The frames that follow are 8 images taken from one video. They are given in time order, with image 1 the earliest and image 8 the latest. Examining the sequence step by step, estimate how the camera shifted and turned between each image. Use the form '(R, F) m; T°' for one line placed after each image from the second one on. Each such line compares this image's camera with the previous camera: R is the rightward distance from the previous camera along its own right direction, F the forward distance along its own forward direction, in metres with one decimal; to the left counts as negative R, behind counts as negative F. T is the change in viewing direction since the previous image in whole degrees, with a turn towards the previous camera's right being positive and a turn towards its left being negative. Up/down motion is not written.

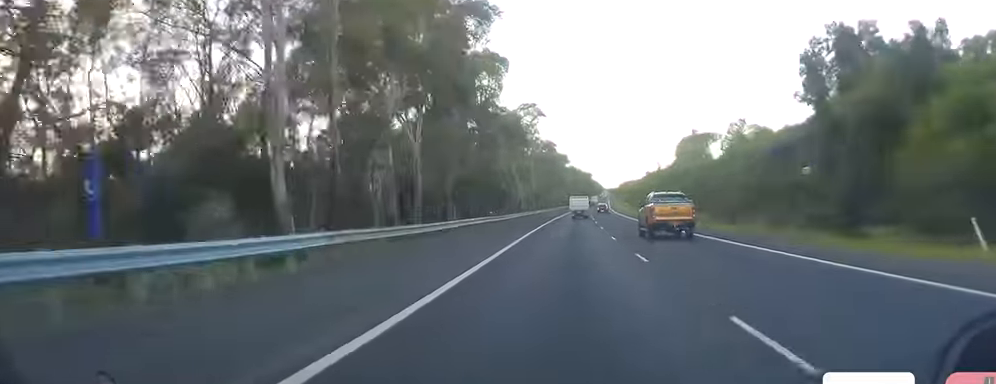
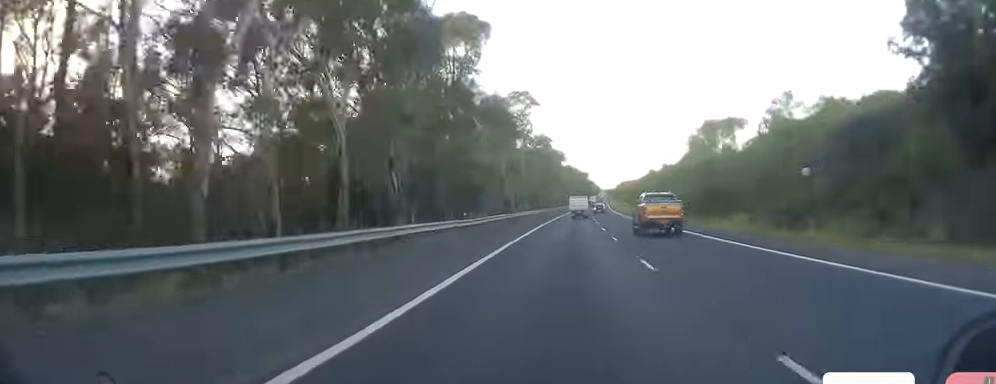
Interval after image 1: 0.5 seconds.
(-0.1, +14.4) m; +1°
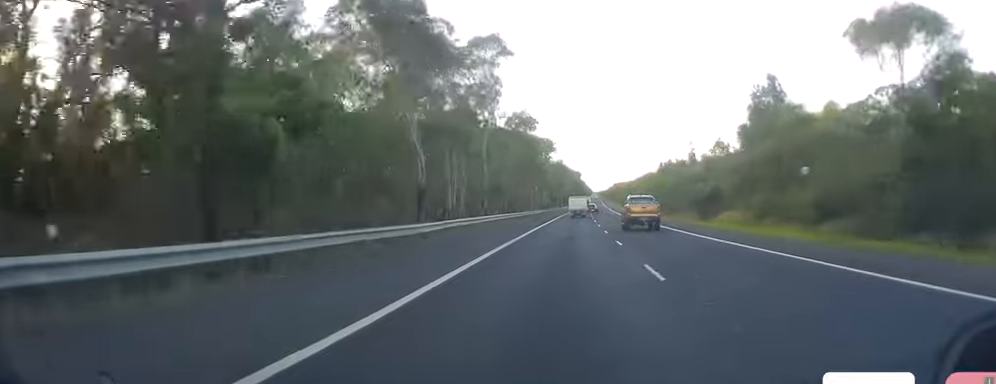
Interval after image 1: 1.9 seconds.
(+0.9, +39.2) m; +1°
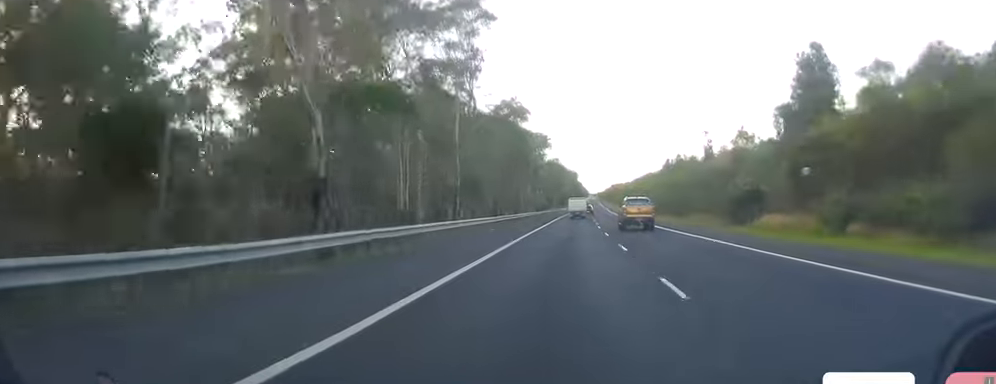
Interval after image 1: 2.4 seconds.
(-0.2, +14.3) m; 0°
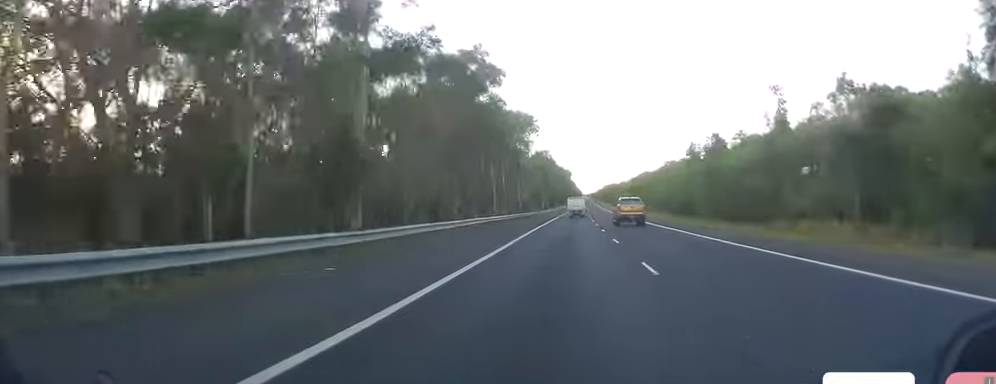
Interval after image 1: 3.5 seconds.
(-0.3, +32.5) m; 0°
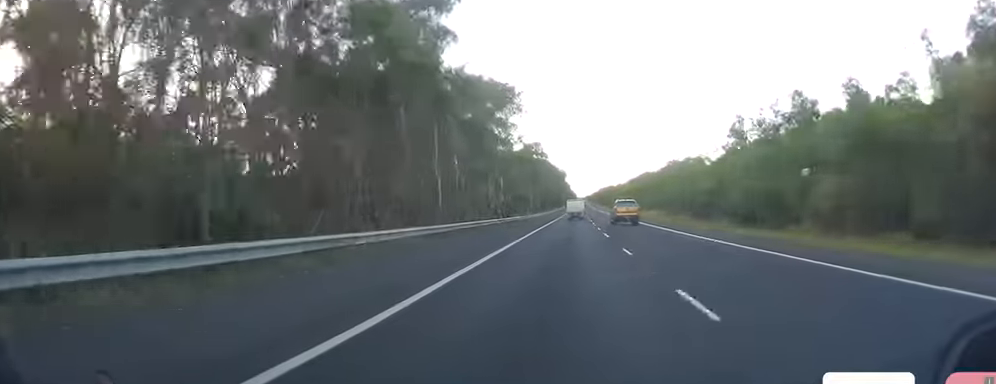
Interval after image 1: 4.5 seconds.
(+0.4, +29.6) m; +1°
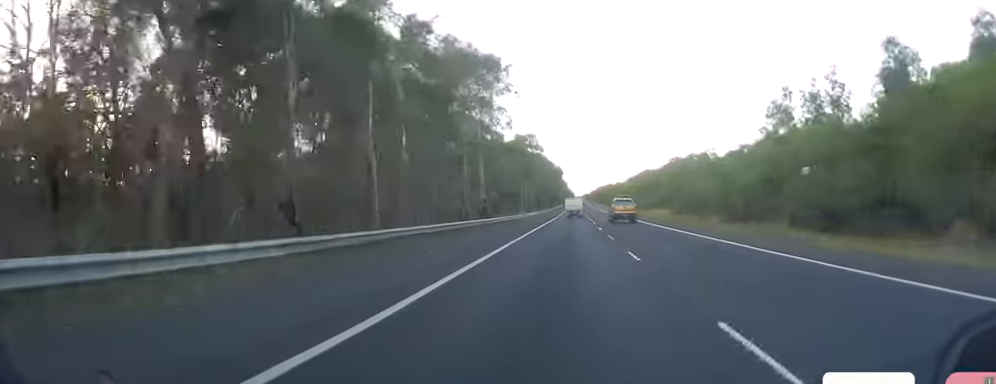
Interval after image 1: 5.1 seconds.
(+0.1, +15.3) m; +1°
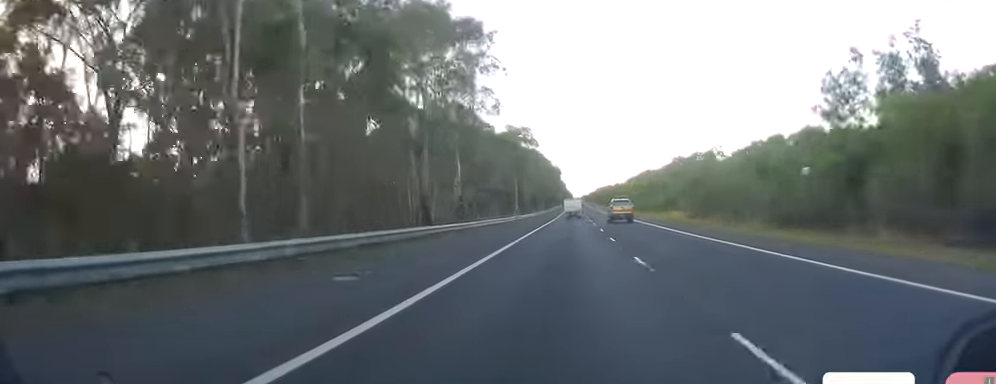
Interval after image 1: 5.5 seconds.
(+0.1, +13.3) m; 0°
